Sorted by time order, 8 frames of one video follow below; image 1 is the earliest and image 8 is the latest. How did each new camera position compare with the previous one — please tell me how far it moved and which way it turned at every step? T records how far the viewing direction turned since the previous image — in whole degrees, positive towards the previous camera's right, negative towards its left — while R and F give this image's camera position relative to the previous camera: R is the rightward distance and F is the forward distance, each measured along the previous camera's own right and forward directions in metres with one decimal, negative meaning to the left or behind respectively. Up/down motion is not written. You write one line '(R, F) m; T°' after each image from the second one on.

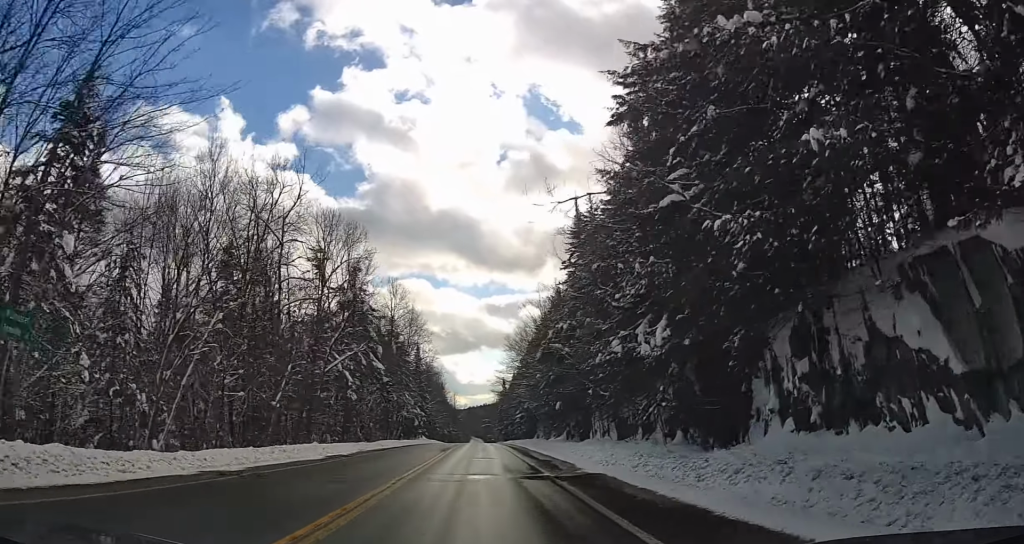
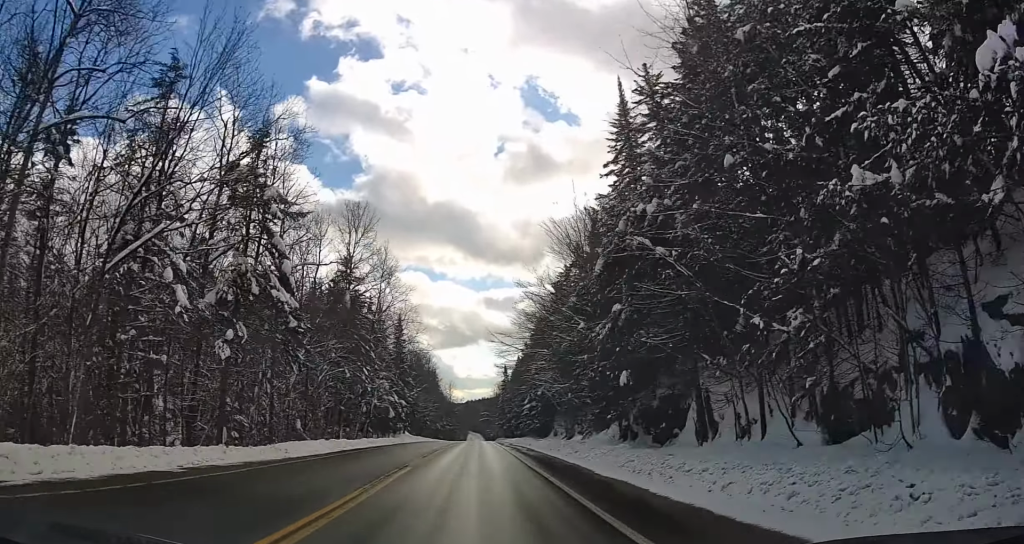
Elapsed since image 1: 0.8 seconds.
(+0.3, +19.9) m; +1°
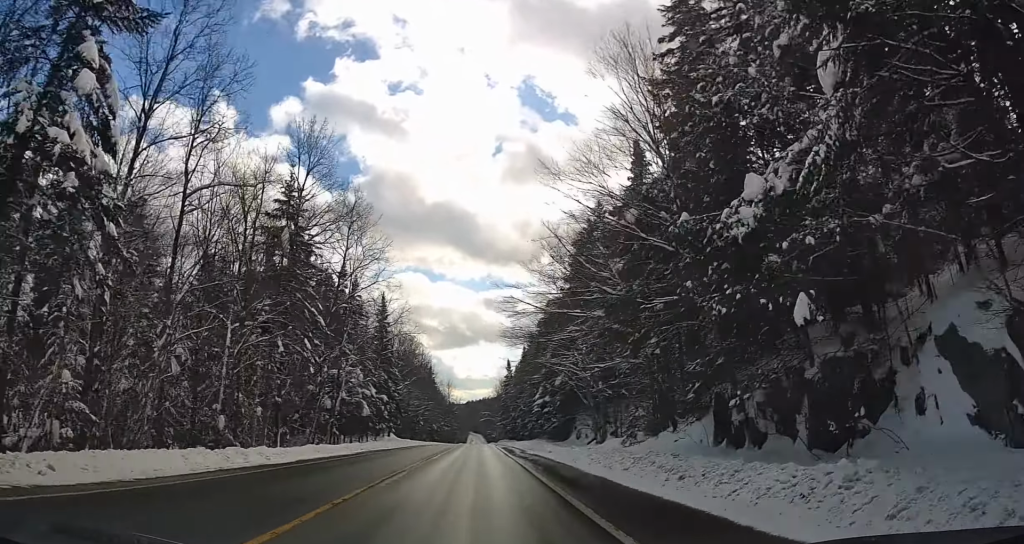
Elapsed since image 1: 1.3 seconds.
(-0.2, +13.1) m; 0°
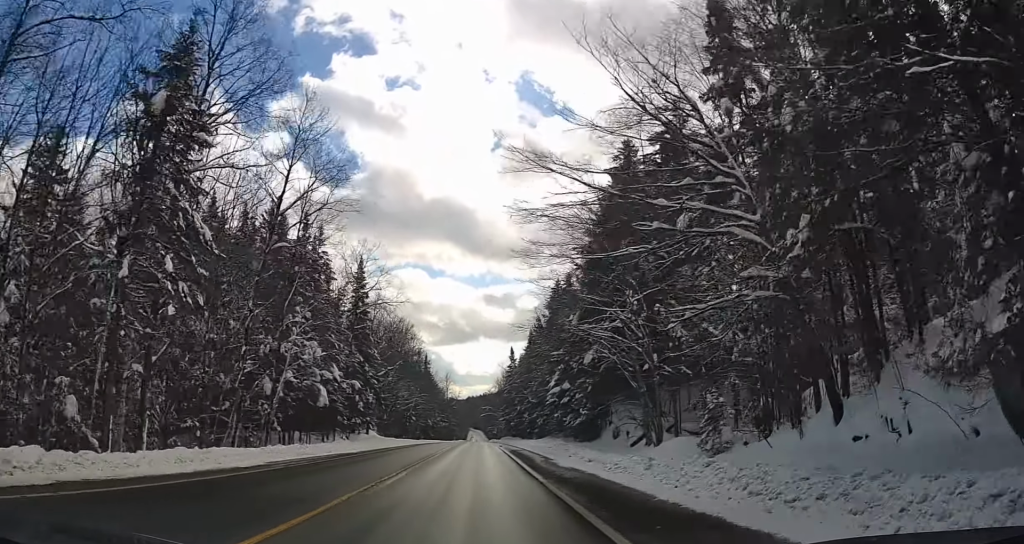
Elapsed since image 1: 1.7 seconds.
(0.0, +12.2) m; 0°
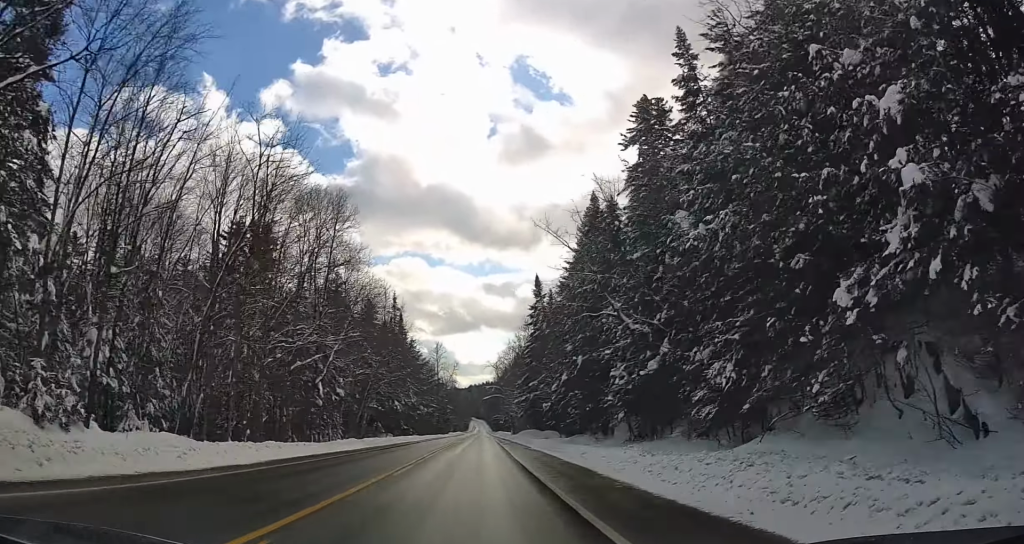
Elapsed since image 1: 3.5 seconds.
(+0.2, +45.6) m; +2°
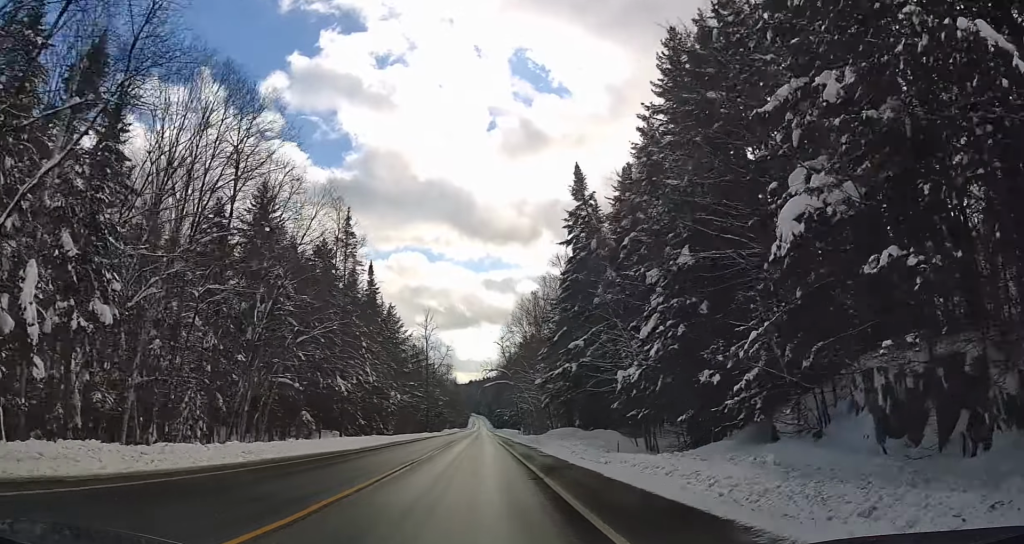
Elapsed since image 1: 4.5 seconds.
(+0.8, +26.8) m; 0°
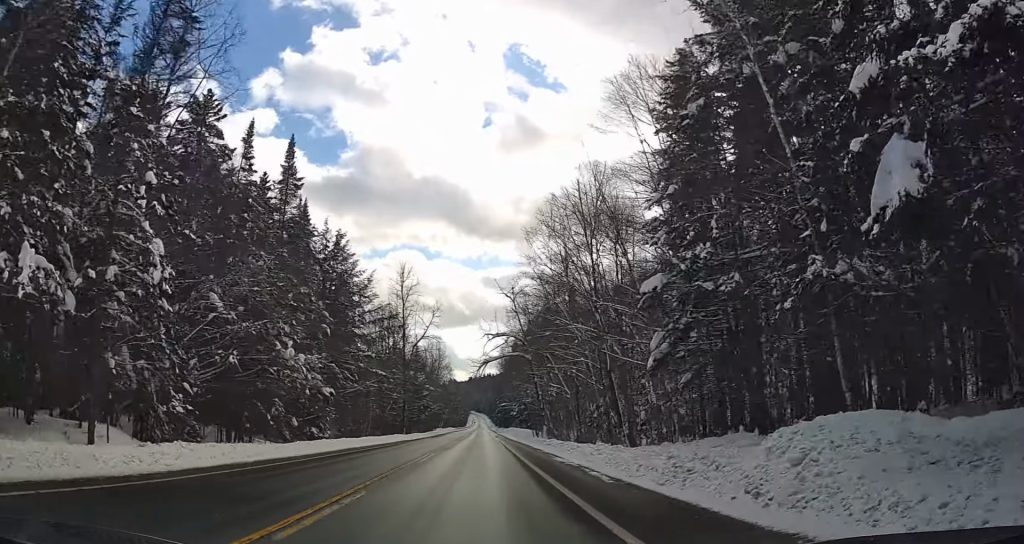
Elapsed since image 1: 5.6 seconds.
(-1.0, +29.7) m; -2°
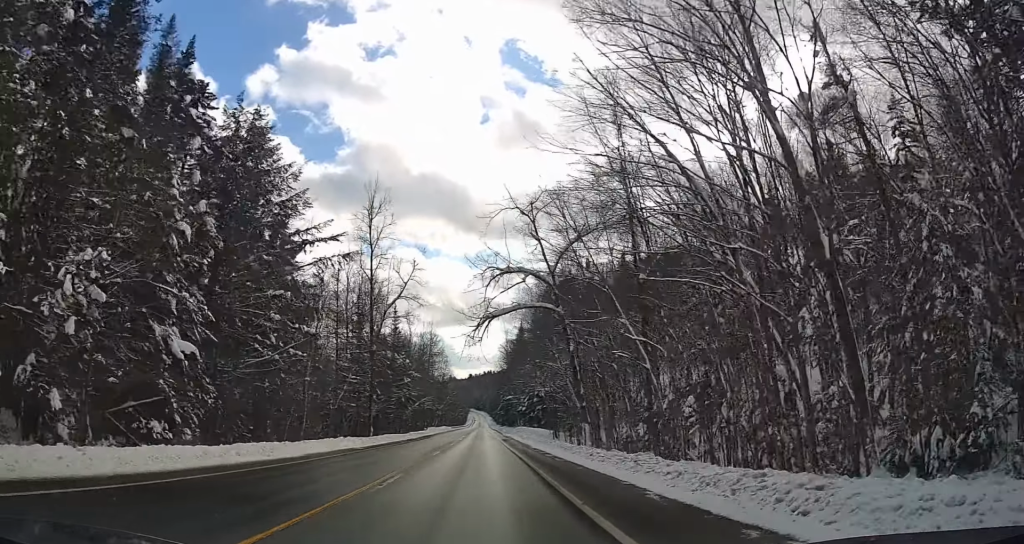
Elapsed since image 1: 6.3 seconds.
(0.0, +20.9) m; +1°
